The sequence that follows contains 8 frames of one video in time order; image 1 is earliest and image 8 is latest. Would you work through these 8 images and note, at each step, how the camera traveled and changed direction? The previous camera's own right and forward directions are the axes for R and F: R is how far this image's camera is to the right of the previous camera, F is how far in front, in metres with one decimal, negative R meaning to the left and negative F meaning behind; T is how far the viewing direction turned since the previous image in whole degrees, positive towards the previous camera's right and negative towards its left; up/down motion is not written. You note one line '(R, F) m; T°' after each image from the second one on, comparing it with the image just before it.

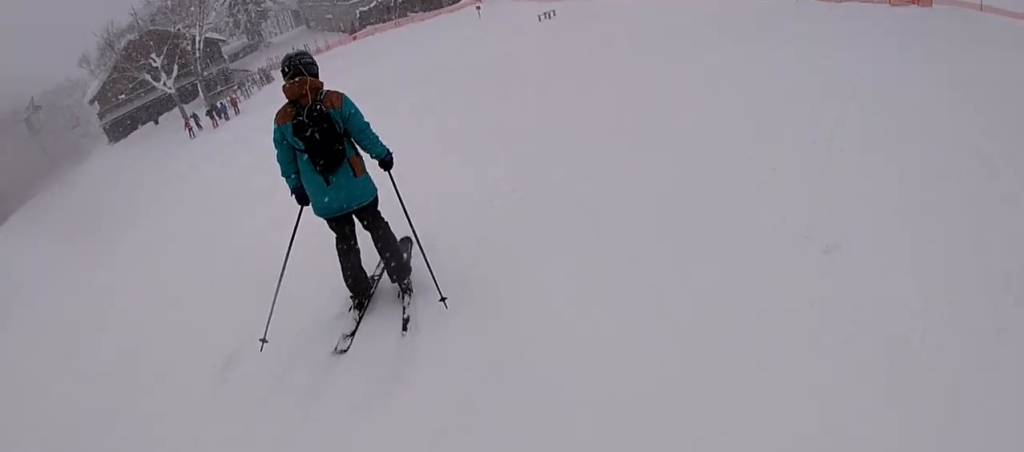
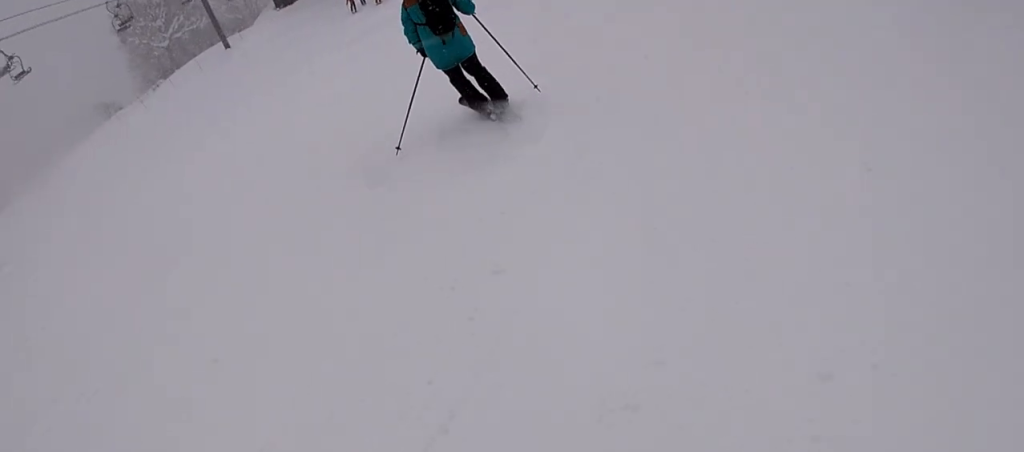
(-0.6, +3.8) m; -9°
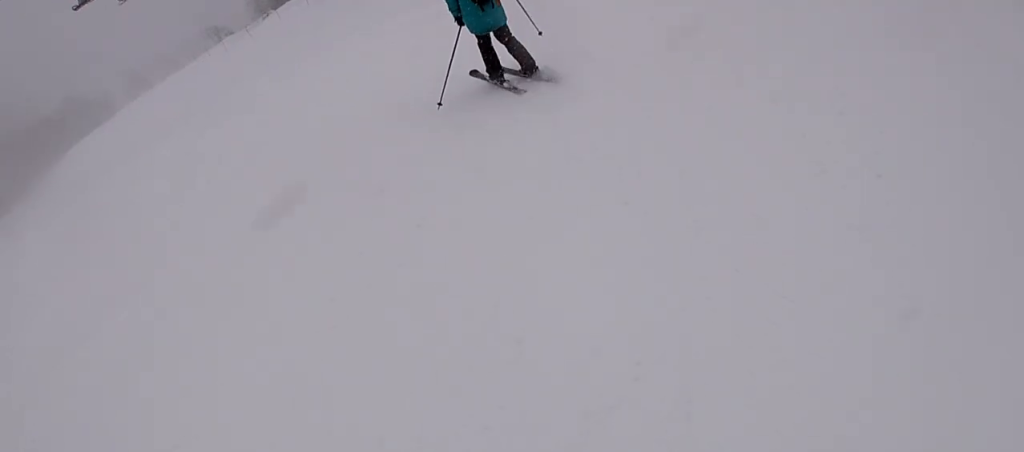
(+0.4, +2.1) m; -5°
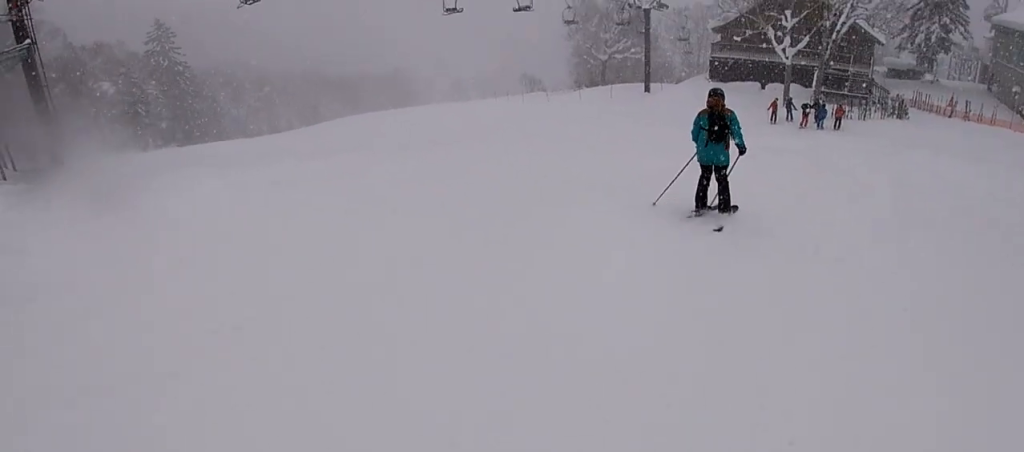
(-1.3, +5.5) m; -36°
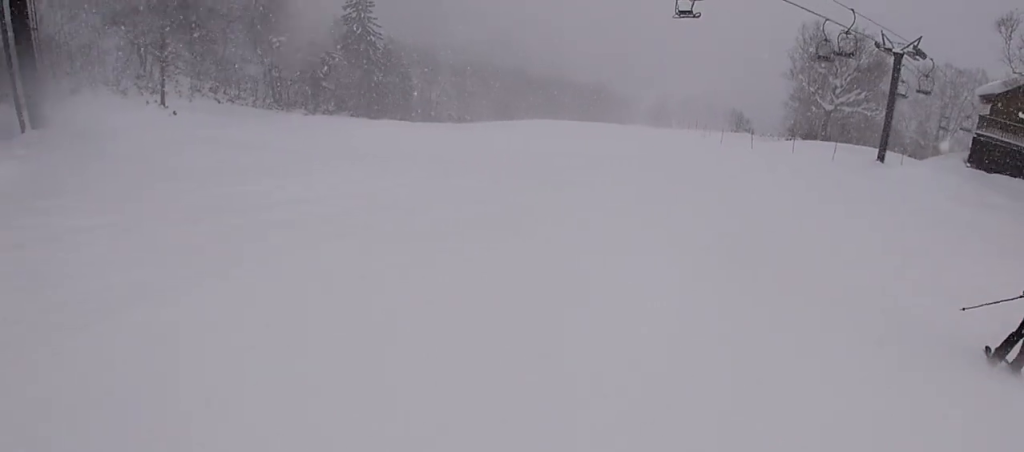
(-3.2, +10.8) m; -12°
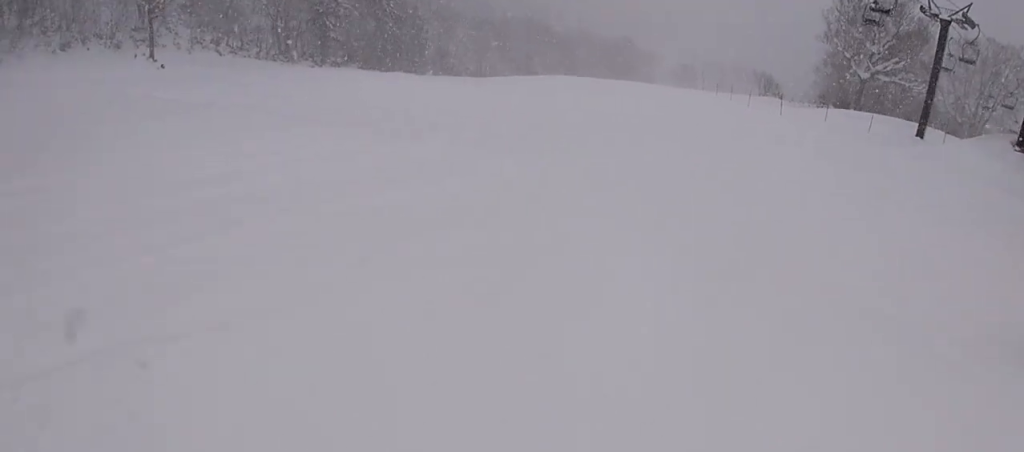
(+0.2, +3.2) m; -8°
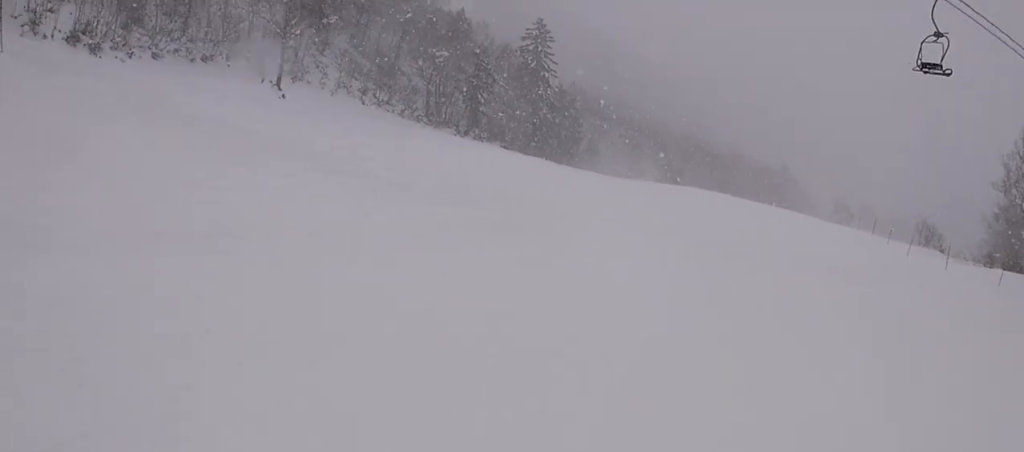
(-0.4, +5.4) m; -18°
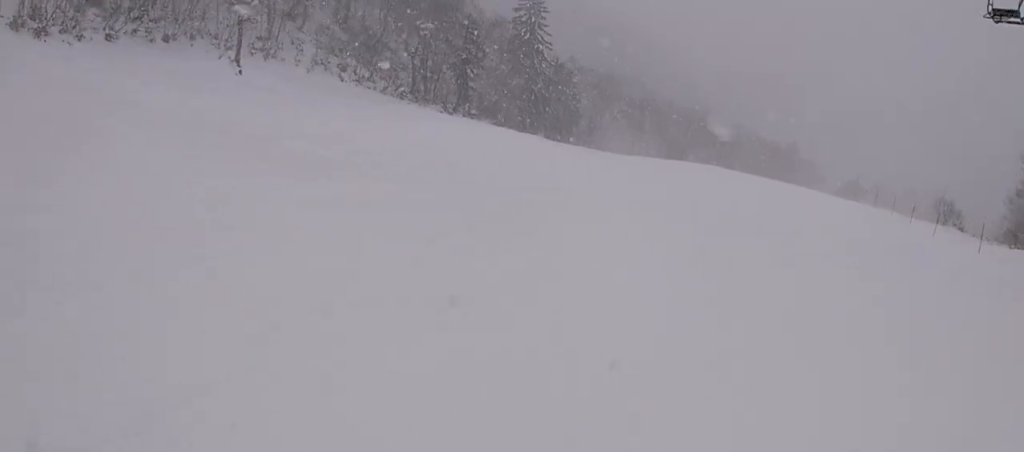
(-1.1, +3.9) m; -13°
